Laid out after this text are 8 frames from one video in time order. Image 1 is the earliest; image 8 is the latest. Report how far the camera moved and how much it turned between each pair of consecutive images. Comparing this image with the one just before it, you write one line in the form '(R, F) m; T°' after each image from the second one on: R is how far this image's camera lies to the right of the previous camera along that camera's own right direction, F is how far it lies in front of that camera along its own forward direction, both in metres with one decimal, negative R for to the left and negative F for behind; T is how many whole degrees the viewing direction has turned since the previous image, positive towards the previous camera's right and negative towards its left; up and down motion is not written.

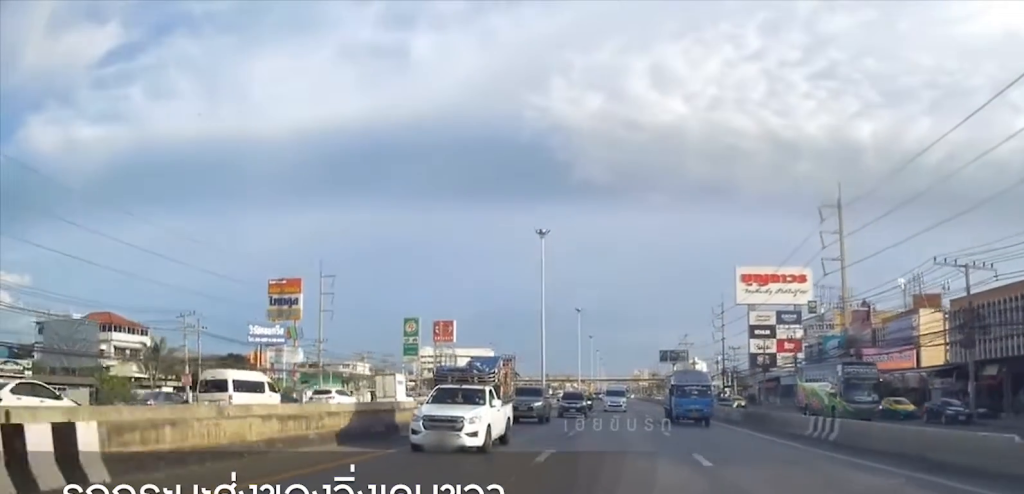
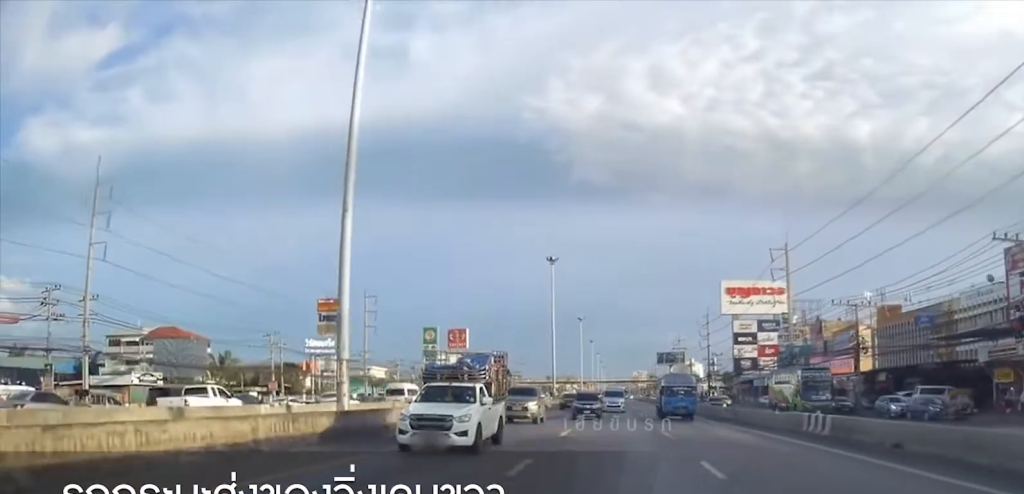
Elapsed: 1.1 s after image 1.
(-0.3, +21.2) m; +1°
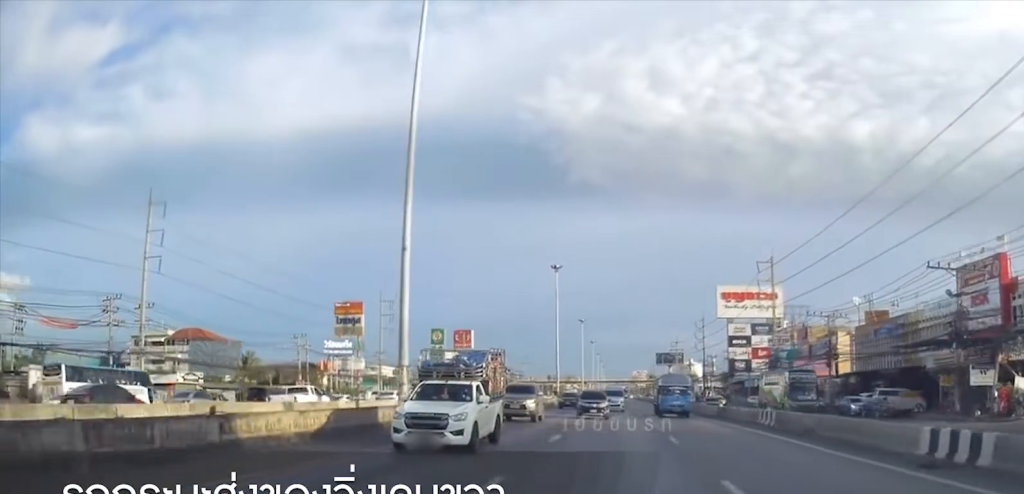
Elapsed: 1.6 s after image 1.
(+0.2, +9.8) m; 0°
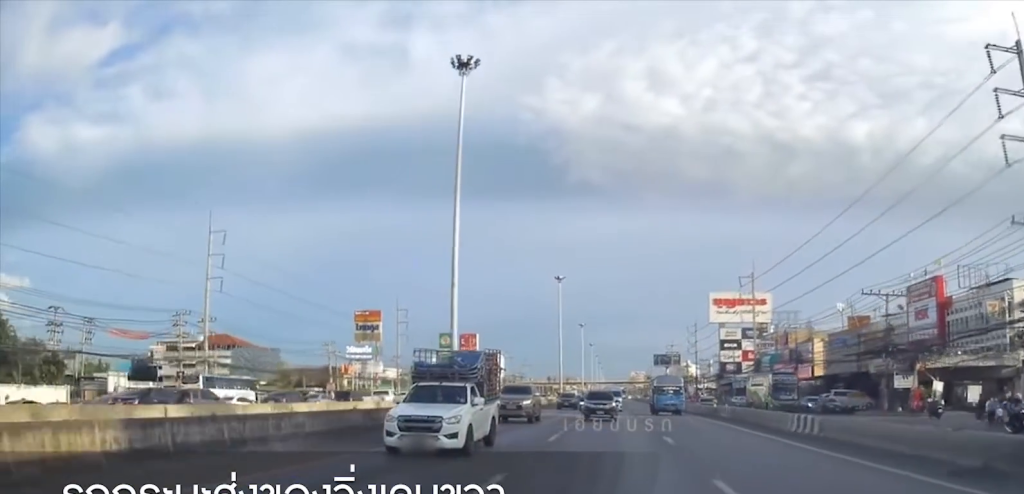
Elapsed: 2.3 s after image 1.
(+0.6, +12.1) m; 0°
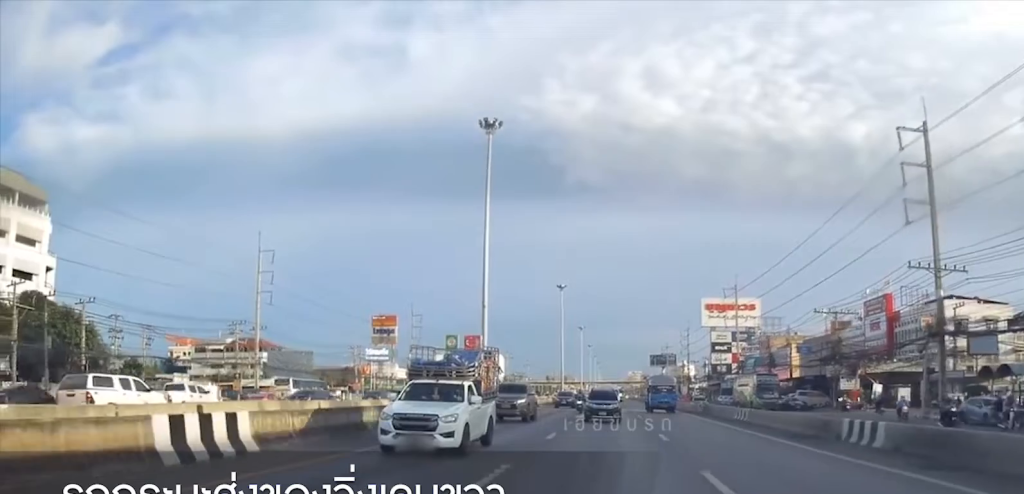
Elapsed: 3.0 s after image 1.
(-0.6, +13.6) m; -2°
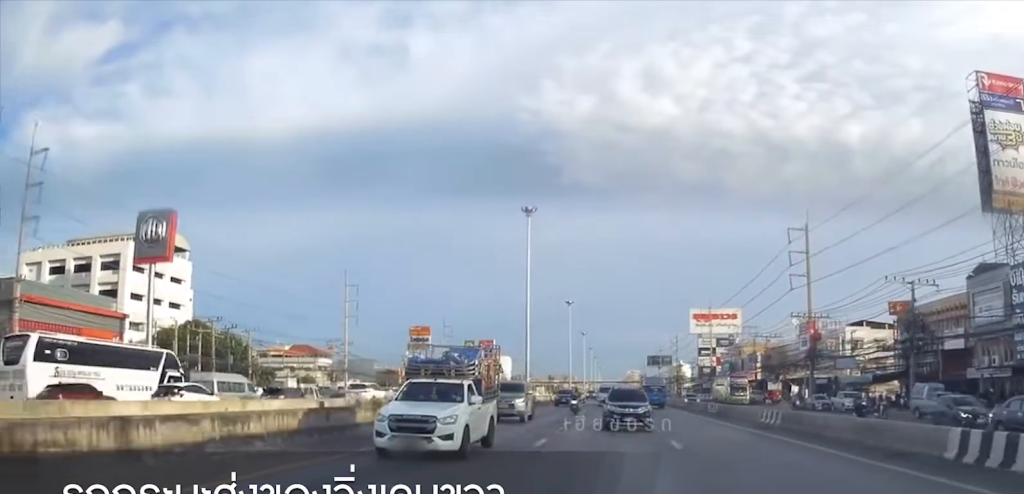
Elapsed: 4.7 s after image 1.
(-0.4, +32.6) m; +1°
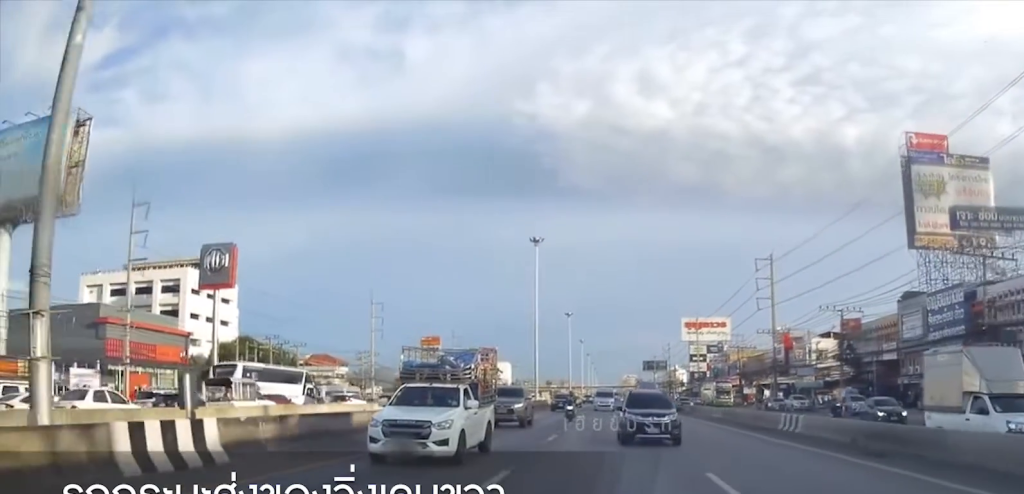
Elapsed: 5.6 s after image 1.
(+0.2, +16.0) m; +2°
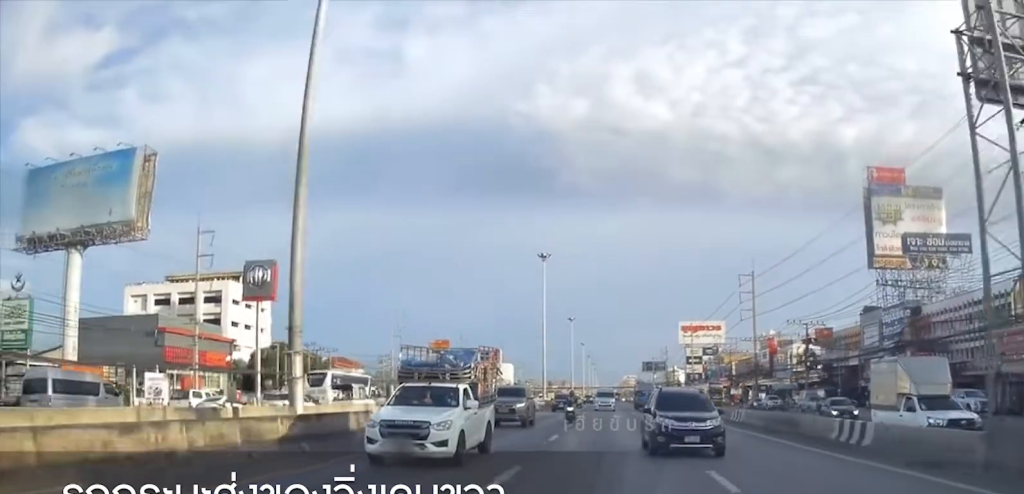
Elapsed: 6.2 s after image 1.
(+0.6, +12.9) m; 0°
